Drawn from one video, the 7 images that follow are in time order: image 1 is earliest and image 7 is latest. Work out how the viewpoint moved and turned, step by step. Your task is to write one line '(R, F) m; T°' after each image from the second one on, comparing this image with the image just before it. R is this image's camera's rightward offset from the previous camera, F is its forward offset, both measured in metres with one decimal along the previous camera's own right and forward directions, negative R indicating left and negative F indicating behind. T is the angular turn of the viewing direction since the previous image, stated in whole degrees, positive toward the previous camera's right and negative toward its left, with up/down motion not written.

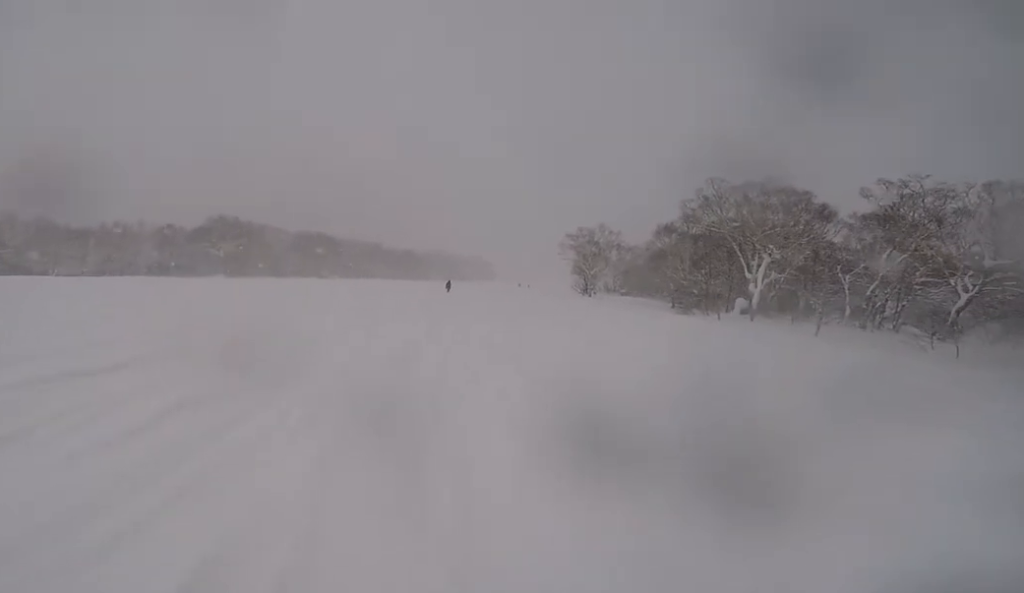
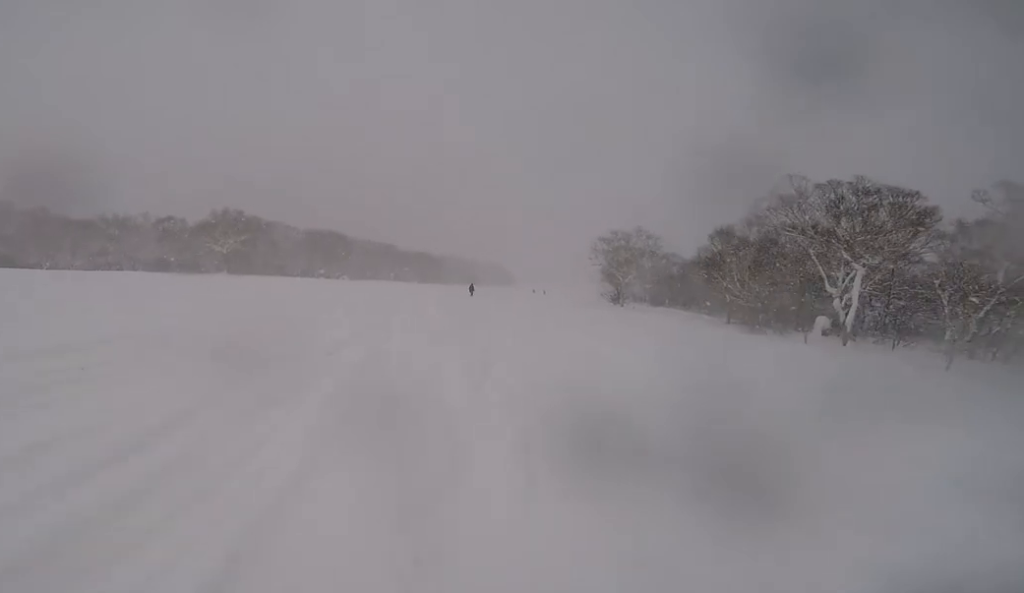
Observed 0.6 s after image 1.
(+0.6, +5.3) m; +1°
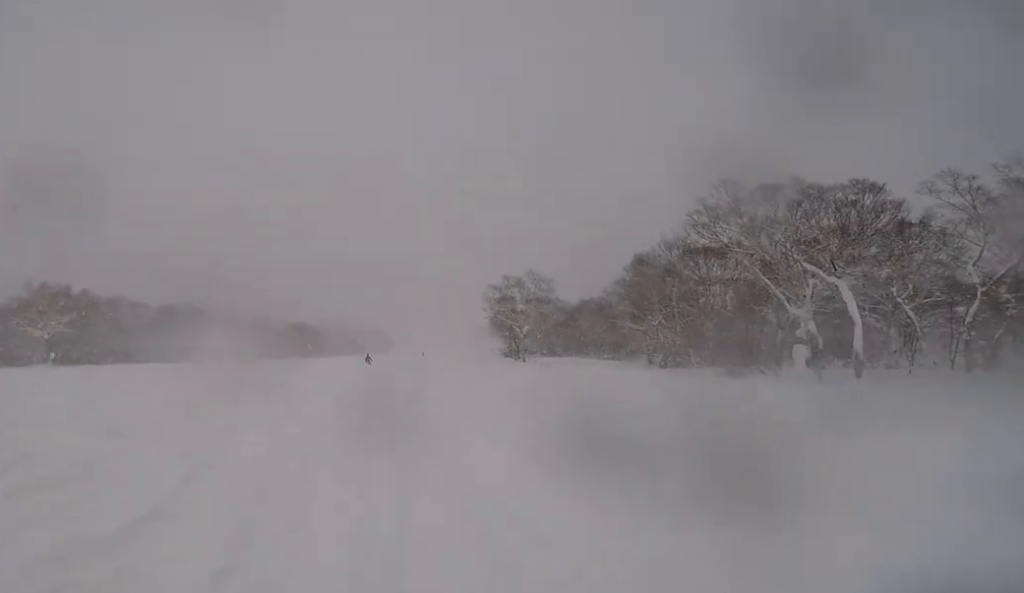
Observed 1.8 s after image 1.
(-0.1, +9.4) m; +1°
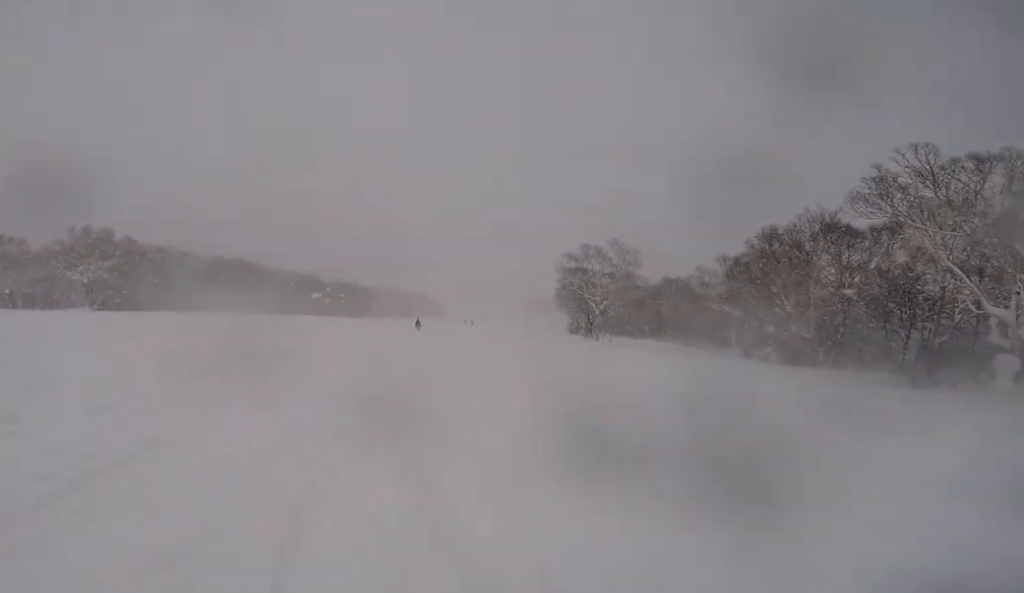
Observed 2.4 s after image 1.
(+0.1, +5.1) m; 0°
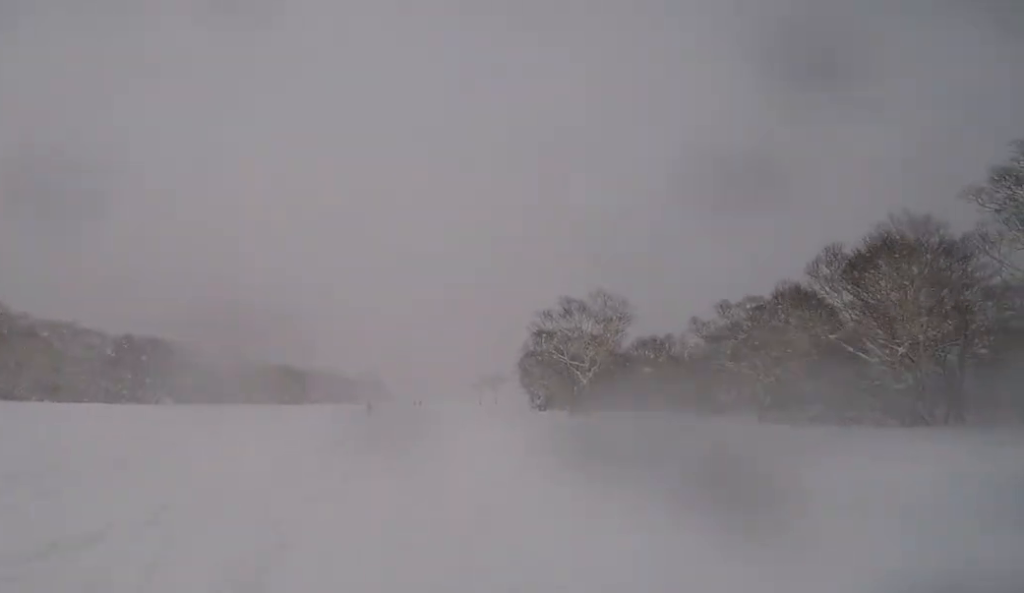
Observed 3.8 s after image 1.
(-0.1, +10.4) m; +2°
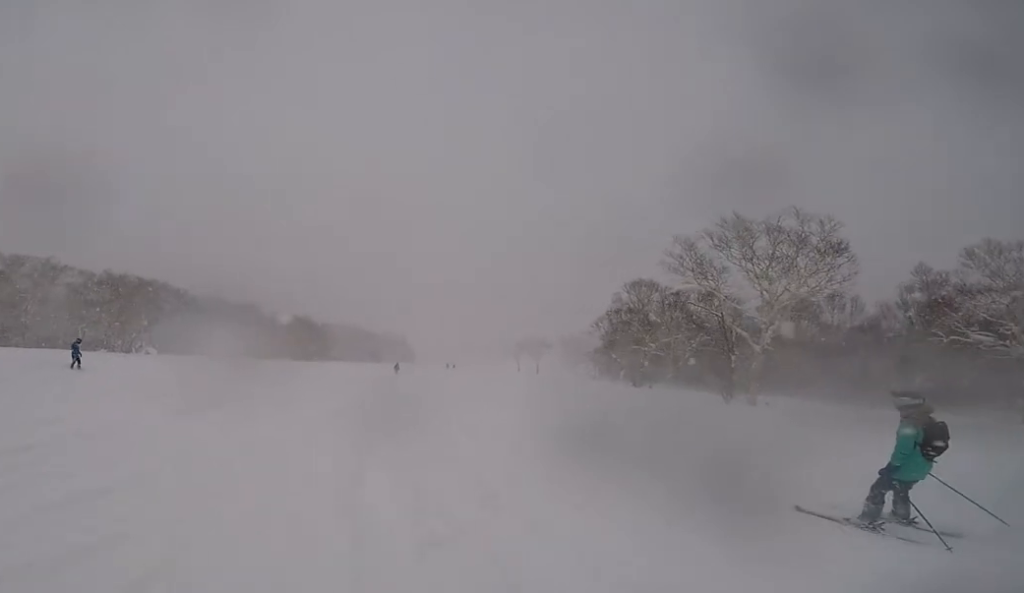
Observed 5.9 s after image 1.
(+1.3, +15.3) m; +6°
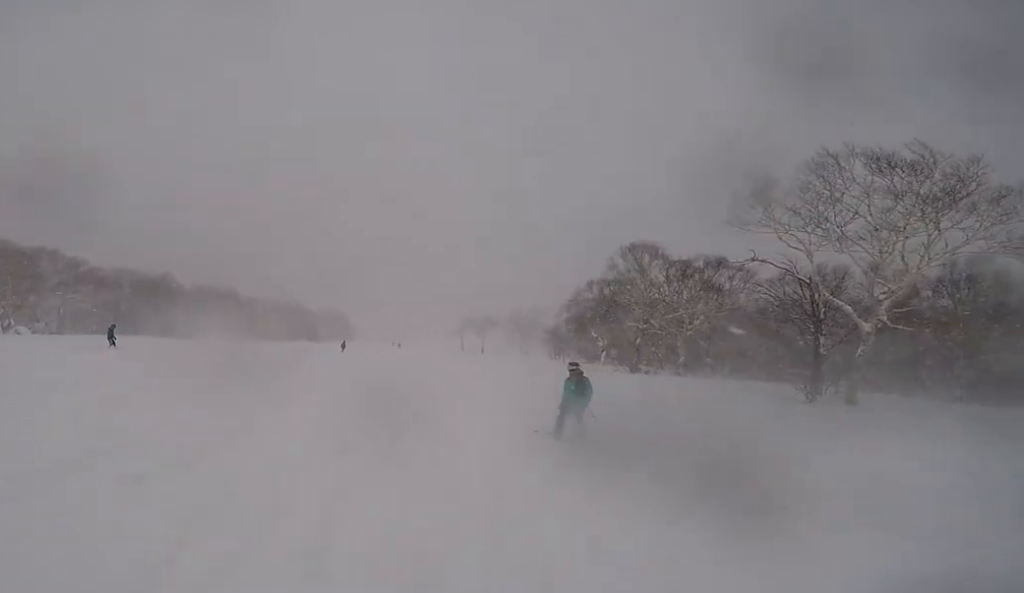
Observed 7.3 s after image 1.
(-0.2, +10.0) m; -6°
